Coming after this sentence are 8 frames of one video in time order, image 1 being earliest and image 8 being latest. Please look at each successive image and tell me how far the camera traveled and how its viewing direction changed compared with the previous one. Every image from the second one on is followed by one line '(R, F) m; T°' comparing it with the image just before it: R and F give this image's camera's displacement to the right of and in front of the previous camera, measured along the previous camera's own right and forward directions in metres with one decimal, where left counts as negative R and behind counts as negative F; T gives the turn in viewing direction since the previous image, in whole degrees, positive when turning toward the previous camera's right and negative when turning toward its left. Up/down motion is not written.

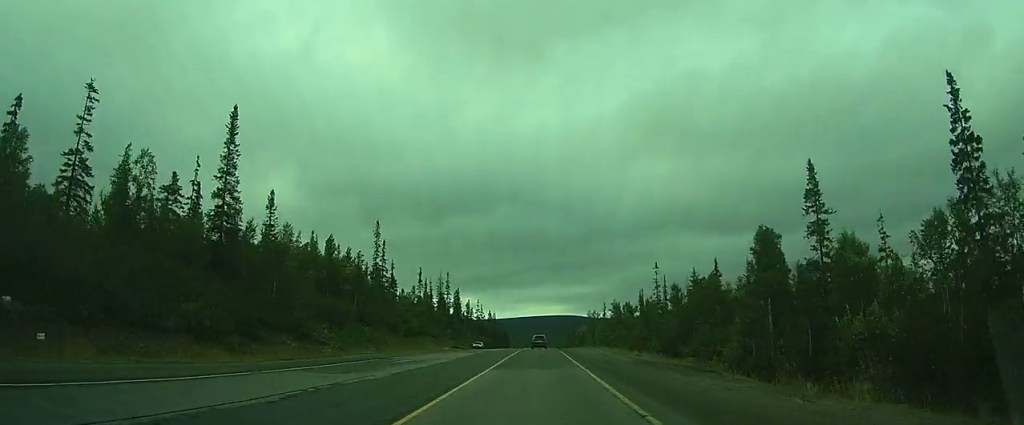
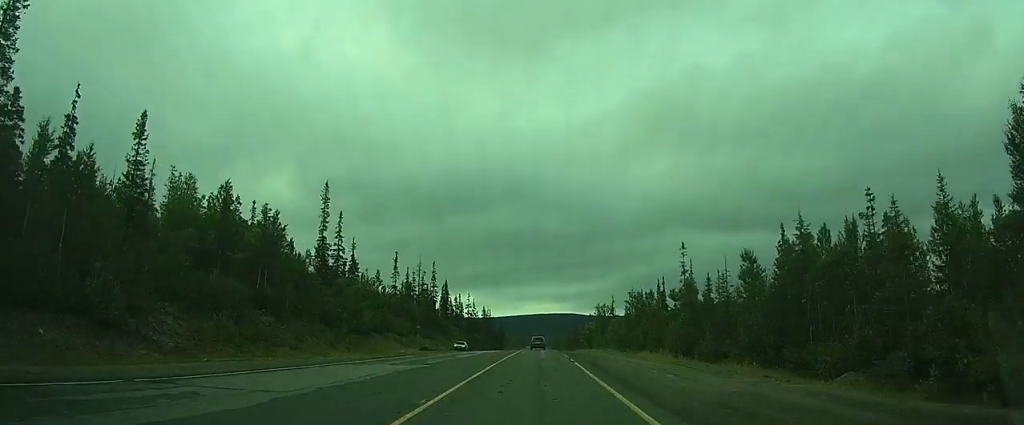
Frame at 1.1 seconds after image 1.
(+0.1, +22.0) m; 0°
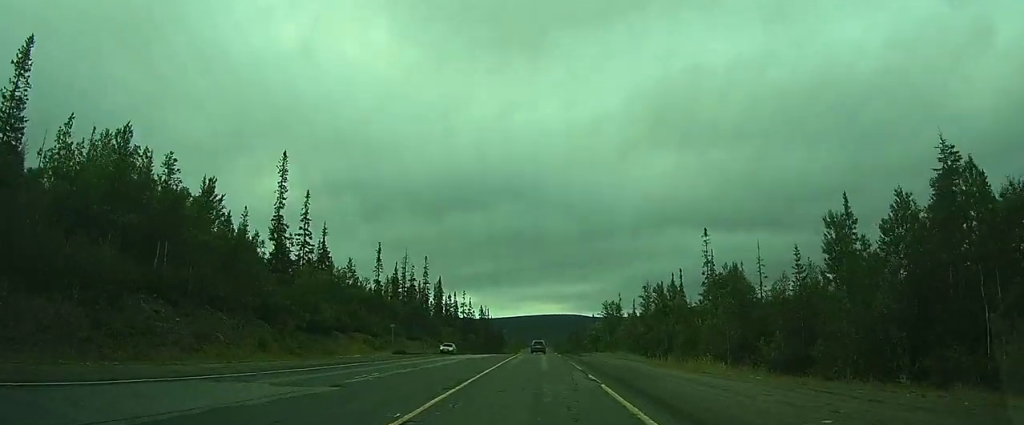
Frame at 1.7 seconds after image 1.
(0.0, +12.0) m; 0°
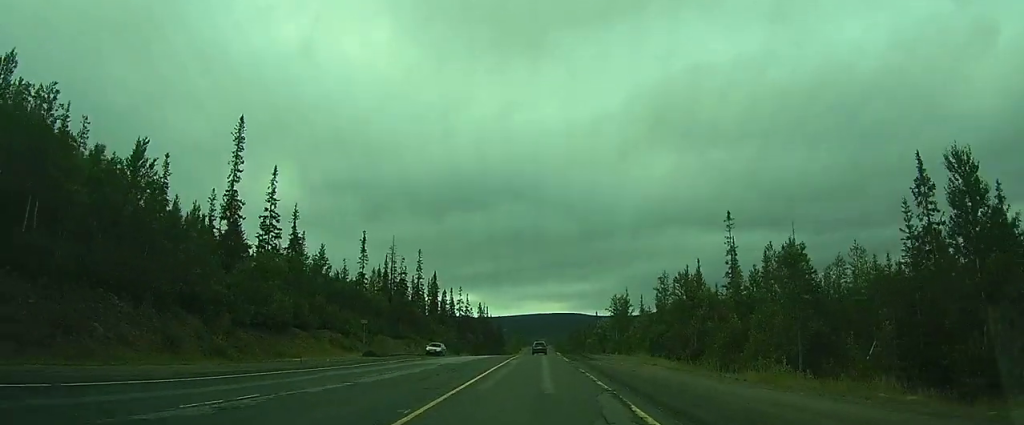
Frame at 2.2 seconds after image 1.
(0.0, +9.4) m; 0°
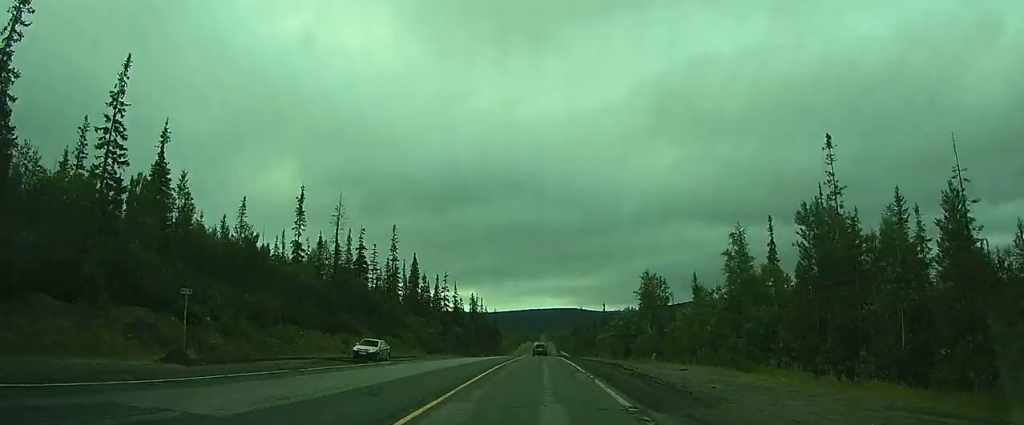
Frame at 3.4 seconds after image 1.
(-0.1, +25.1) m; -1°
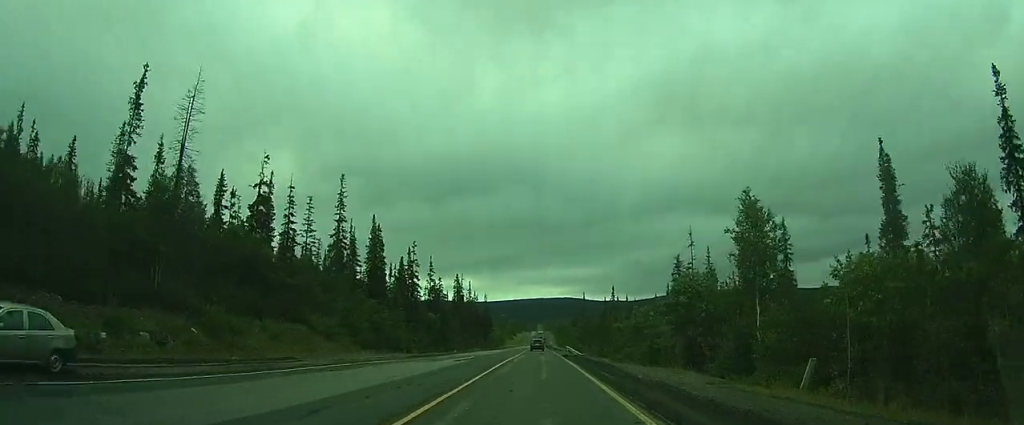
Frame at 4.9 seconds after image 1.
(-0.2, +30.3) m; 0°
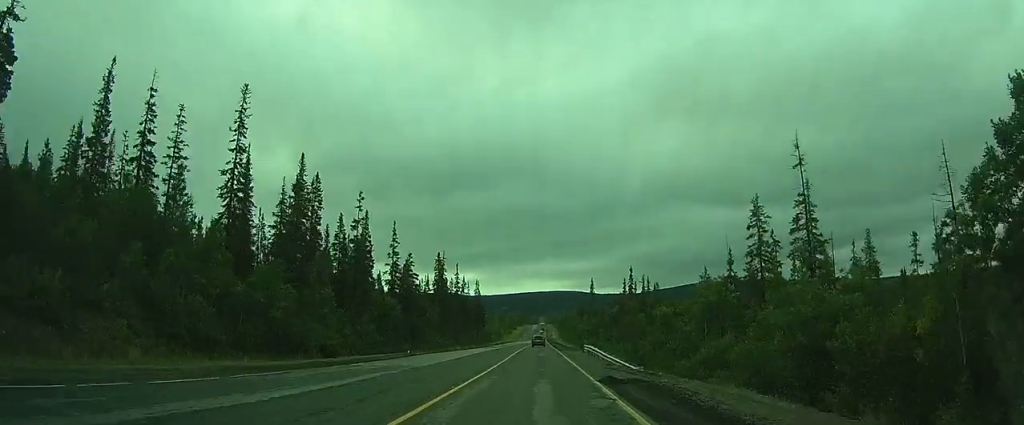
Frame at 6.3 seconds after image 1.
(+0.3, +30.9) m; 0°
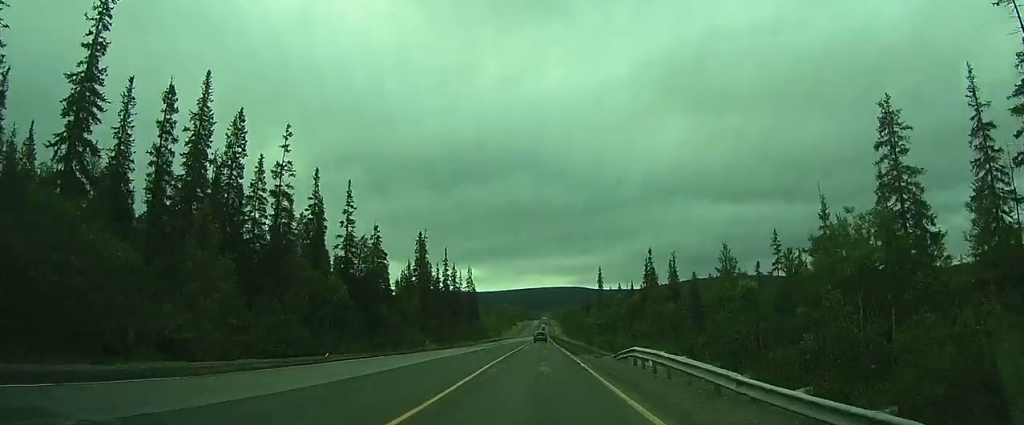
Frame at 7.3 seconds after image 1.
(-0.1, +21.3) m; 0°
